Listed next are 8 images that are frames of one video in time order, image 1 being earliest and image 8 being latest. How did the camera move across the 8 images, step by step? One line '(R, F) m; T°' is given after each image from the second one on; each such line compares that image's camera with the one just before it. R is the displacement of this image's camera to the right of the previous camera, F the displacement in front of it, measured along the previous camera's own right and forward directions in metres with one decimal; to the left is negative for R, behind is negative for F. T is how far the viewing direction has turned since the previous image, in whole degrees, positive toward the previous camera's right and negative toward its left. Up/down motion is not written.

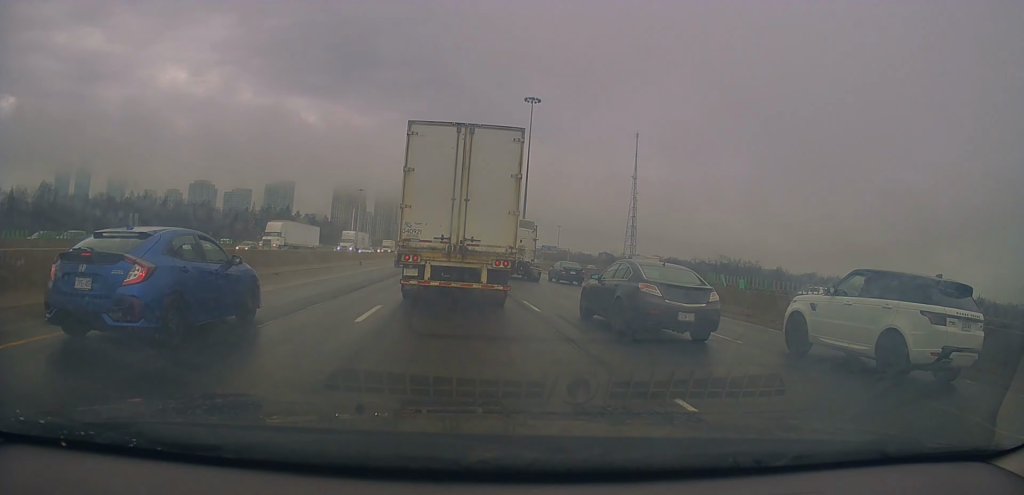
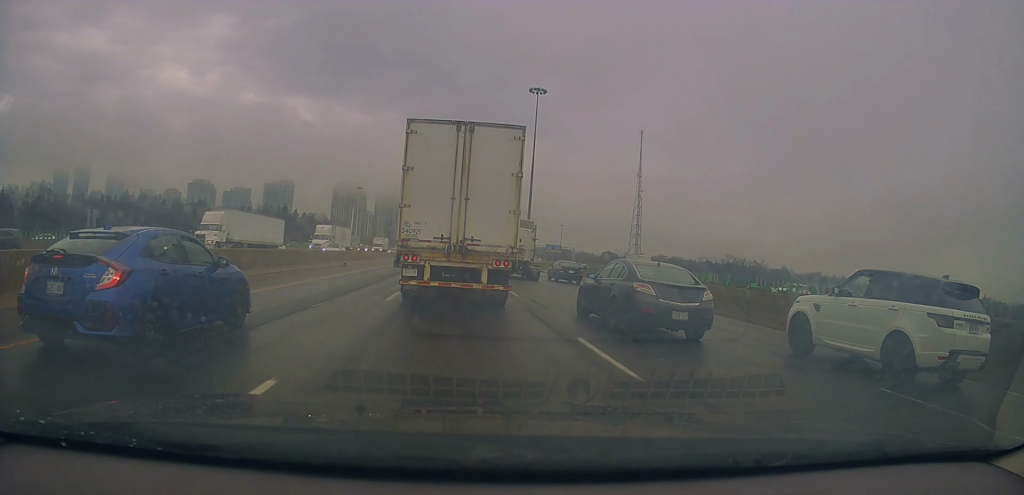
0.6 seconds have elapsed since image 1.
(-0.3, +7.7) m; 0°
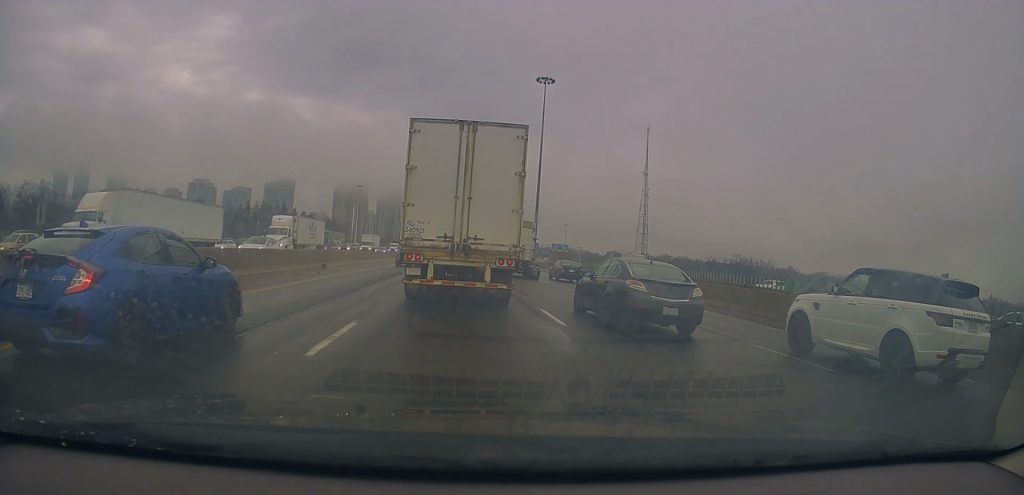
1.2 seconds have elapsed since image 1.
(-0.3, +7.7) m; 0°
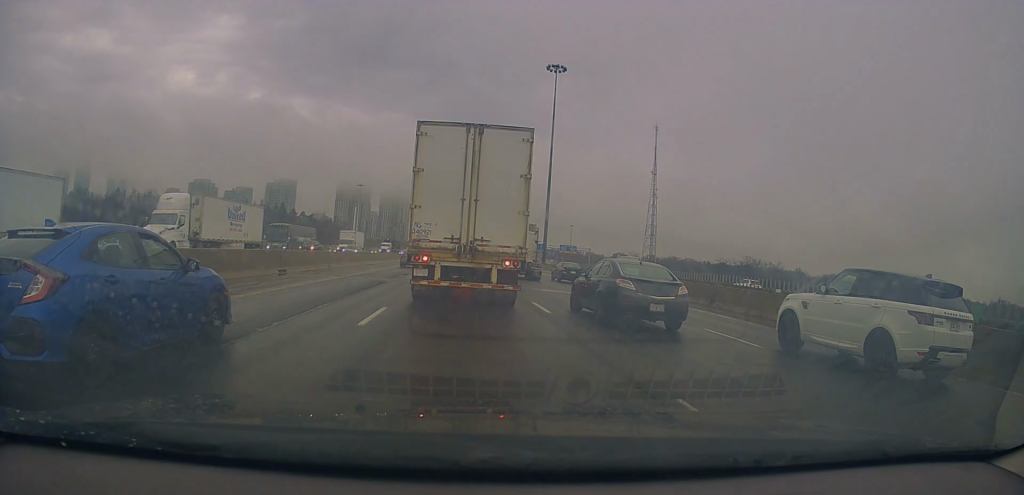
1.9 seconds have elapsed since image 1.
(+0.6, +9.5) m; +2°
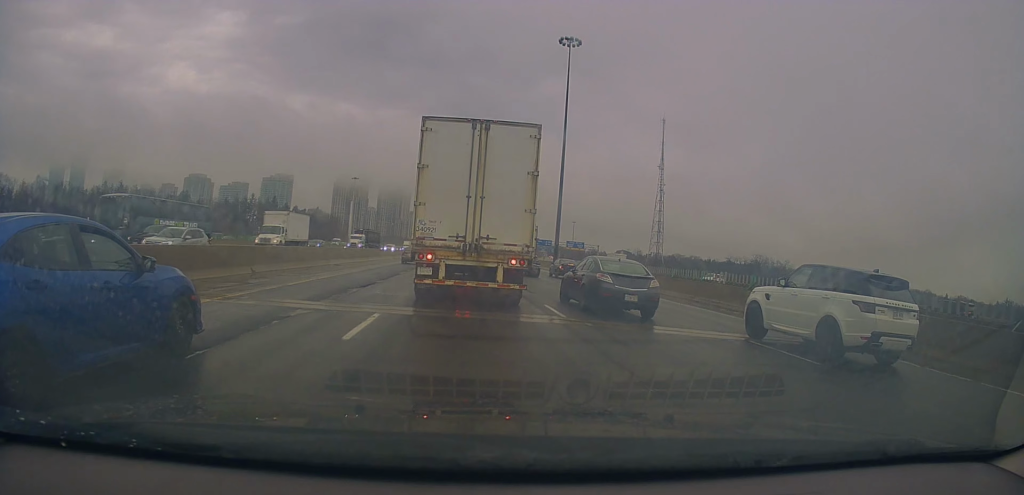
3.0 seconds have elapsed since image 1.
(-0.1, +13.2) m; -1°
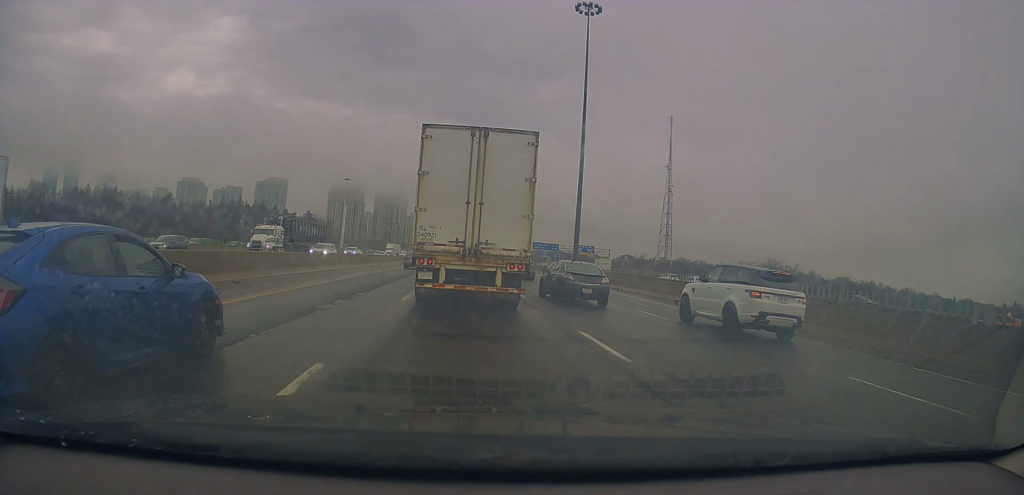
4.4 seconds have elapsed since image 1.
(-0.2, +17.0) m; -1°
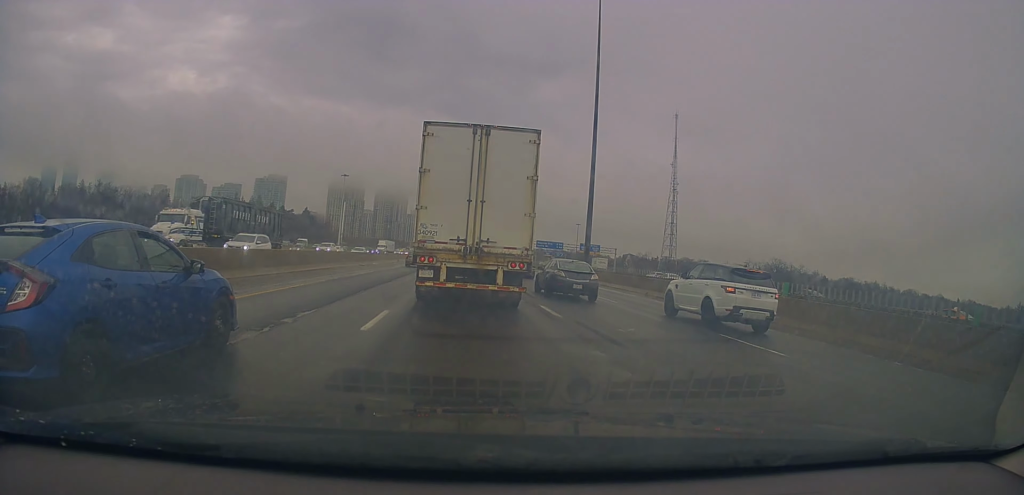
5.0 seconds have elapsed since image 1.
(-0.1, +6.1) m; 0°
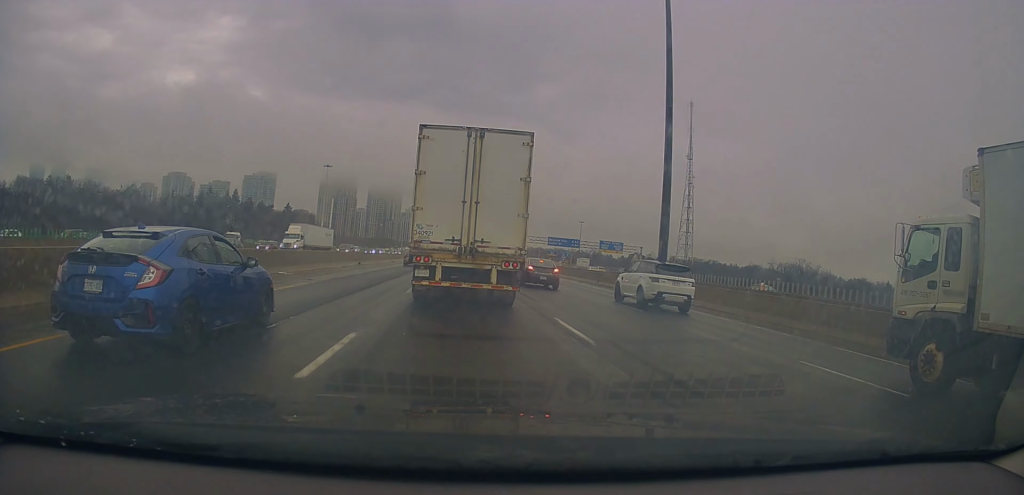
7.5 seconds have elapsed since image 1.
(0.0, +27.7) m; +3°
